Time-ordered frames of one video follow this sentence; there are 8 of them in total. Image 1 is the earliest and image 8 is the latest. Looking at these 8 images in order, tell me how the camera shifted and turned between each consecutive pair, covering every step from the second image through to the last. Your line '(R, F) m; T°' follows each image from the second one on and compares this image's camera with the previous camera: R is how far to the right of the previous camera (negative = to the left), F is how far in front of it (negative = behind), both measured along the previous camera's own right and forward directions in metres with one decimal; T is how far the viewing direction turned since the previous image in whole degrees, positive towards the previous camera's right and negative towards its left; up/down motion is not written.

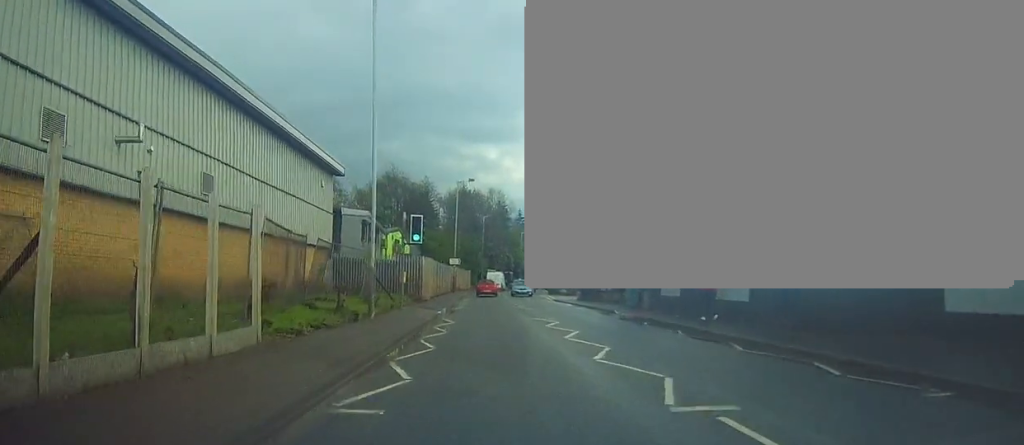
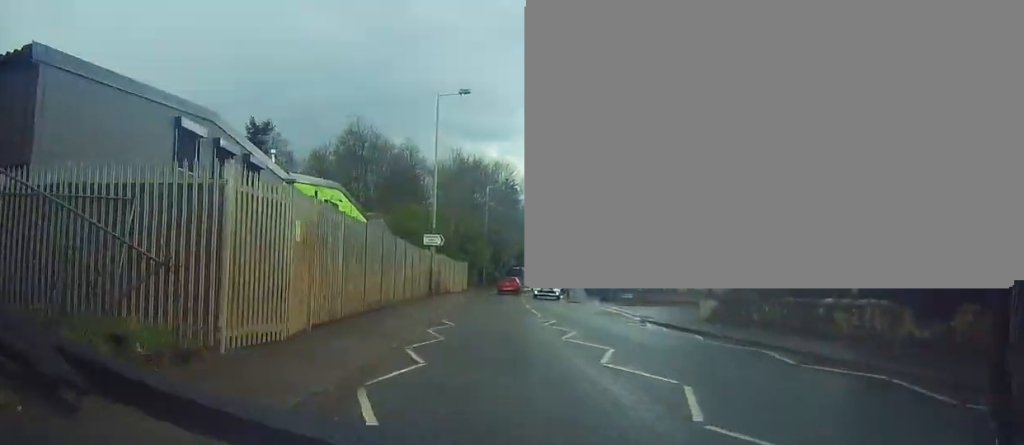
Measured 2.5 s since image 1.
(+1.2, +28.7) m; +1°
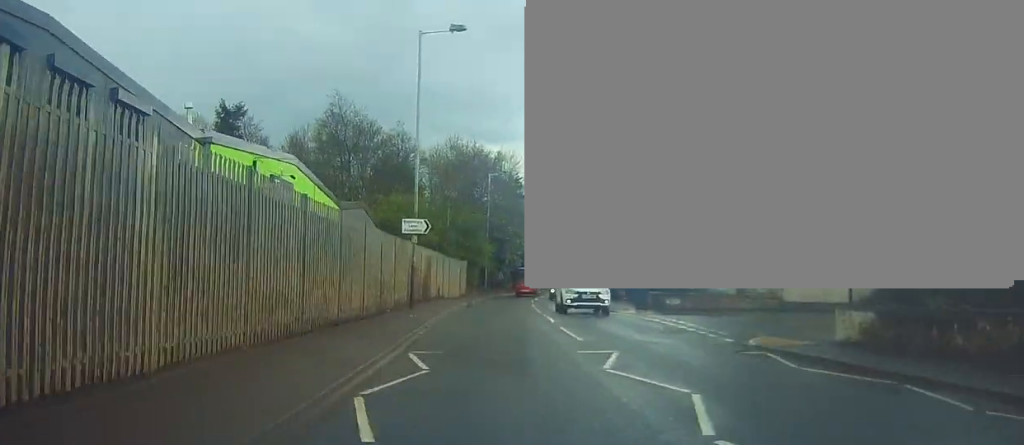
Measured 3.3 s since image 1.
(-0.2, +9.1) m; -1°
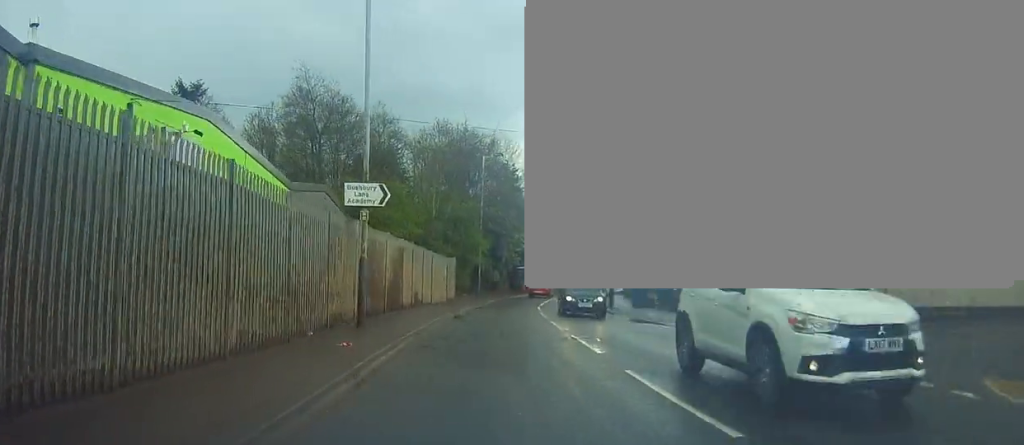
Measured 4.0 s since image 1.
(0.0, +8.7) m; +1°
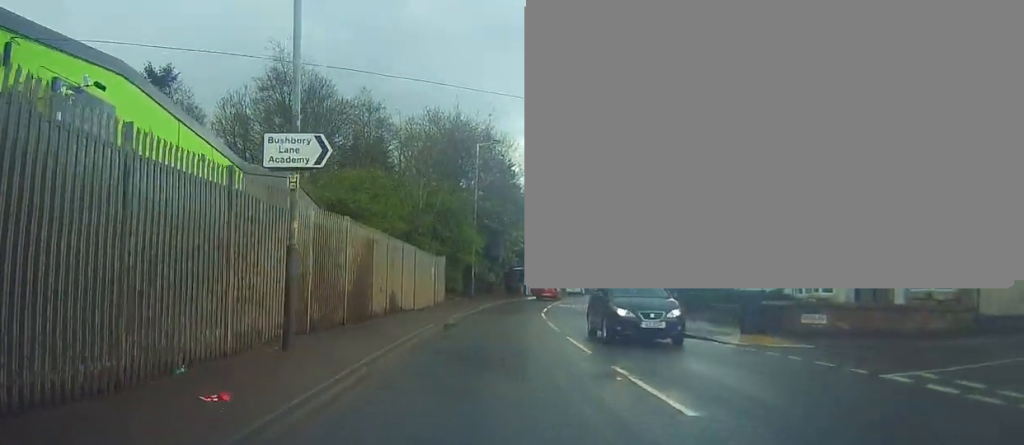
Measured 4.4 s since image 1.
(+0.1, +5.2) m; 0°
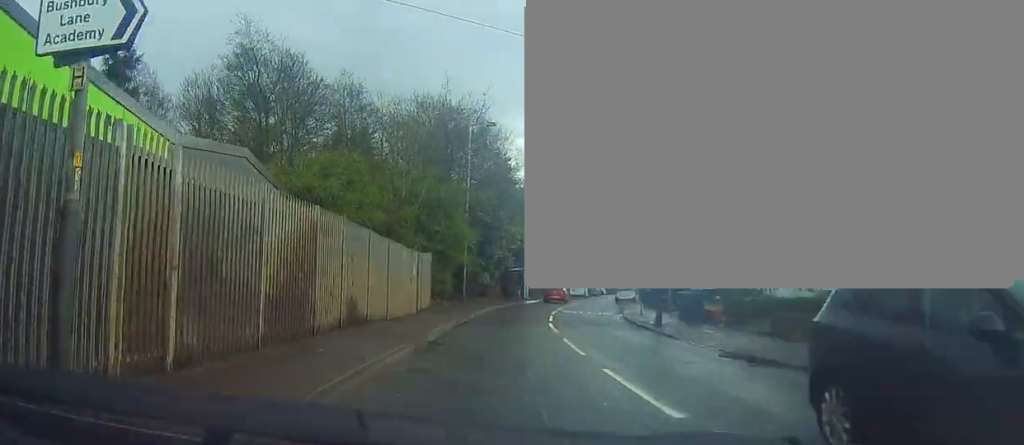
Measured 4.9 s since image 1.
(+0.1, +5.6) m; 0°
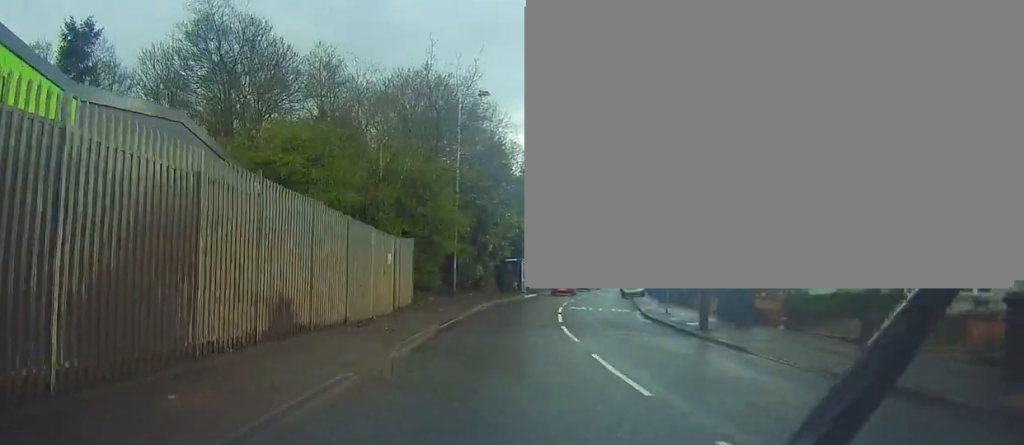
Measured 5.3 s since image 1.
(-0.1, +5.1) m; +1°
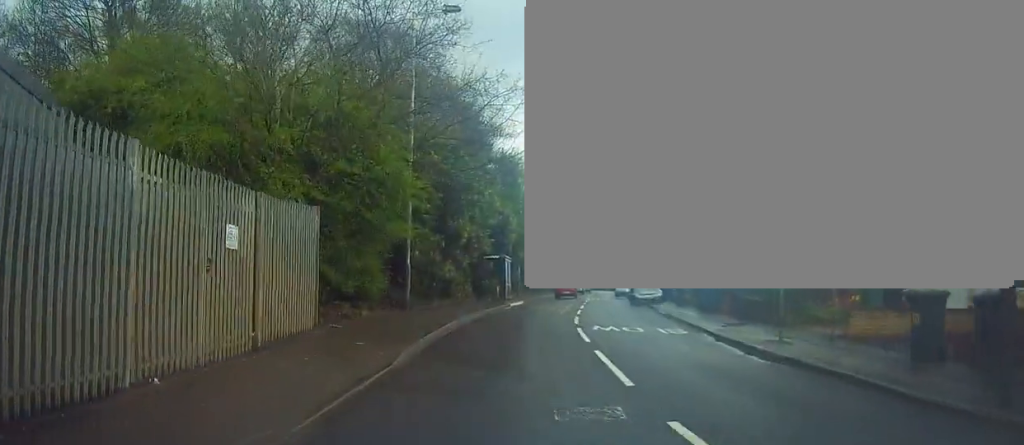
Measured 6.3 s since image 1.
(+0.1, +11.5) m; +3°
